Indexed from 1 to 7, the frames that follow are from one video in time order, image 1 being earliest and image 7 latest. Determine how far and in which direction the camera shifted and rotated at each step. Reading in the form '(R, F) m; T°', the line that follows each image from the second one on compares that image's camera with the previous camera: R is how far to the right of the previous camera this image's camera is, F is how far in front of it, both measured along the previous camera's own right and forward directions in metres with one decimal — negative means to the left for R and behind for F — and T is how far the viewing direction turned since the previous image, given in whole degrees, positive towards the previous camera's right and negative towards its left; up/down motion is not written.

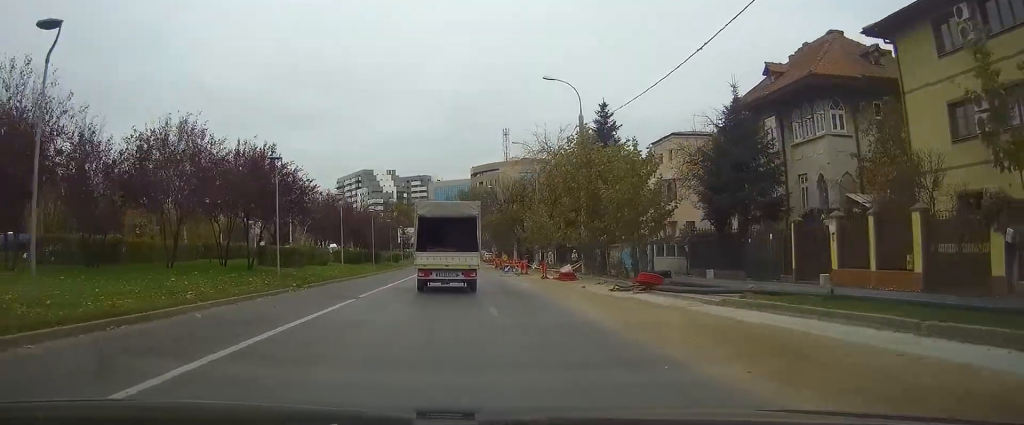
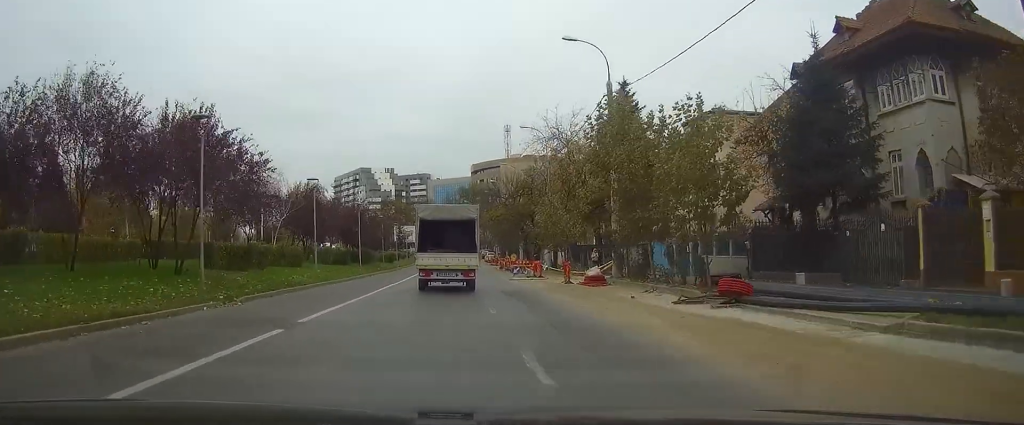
(0.0, +8.2) m; 0°
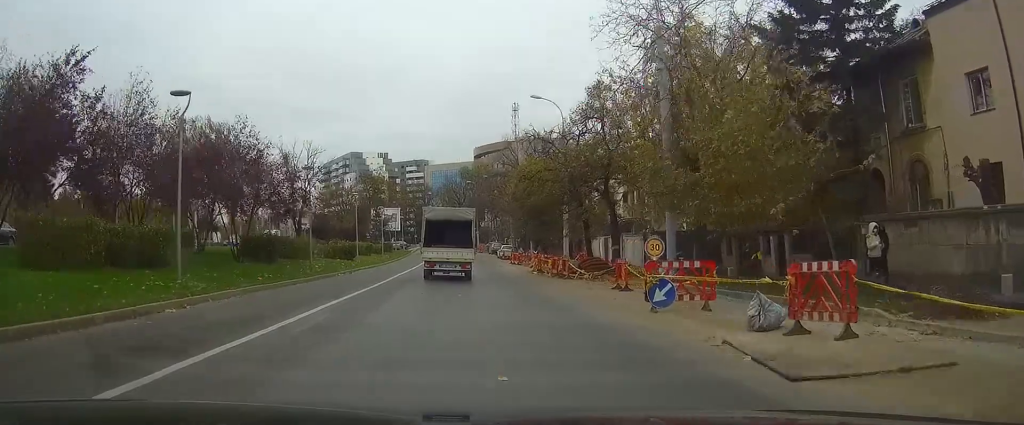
(-0.2, +33.5) m; 0°
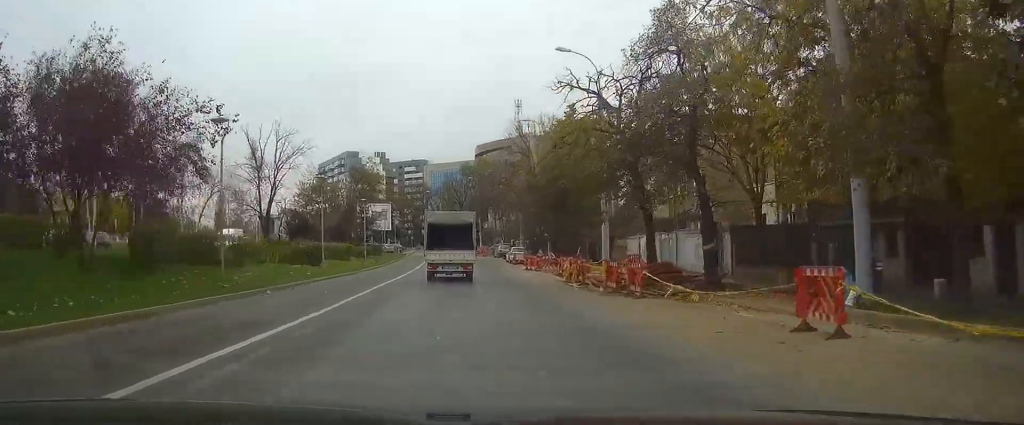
(0.0, +12.8) m; 0°
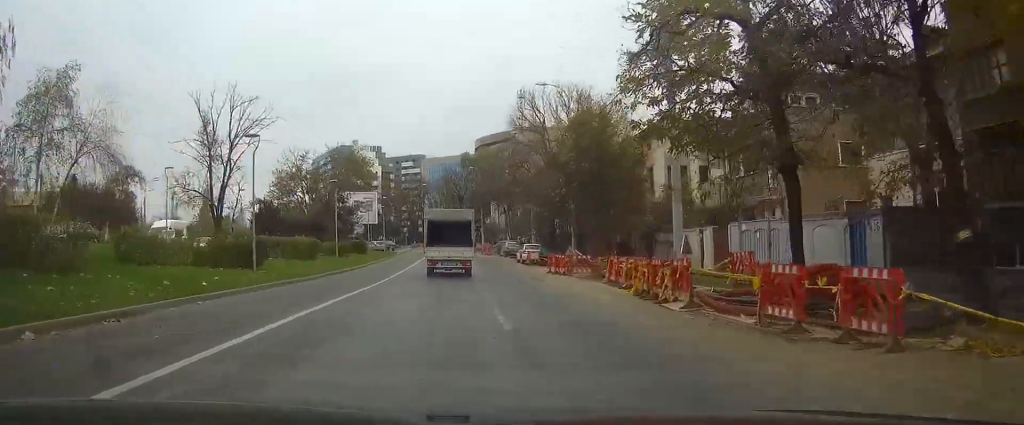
(0.0, +12.0) m; 0°
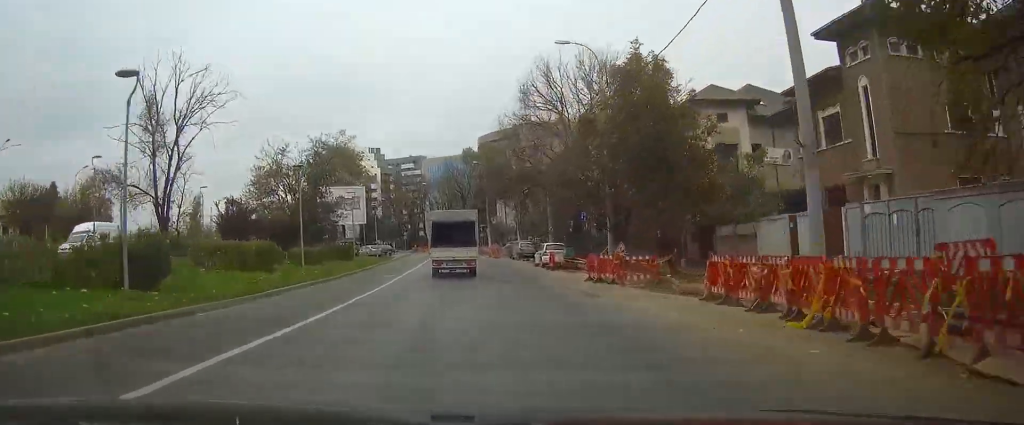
(+0.1, +9.7) m; 0°
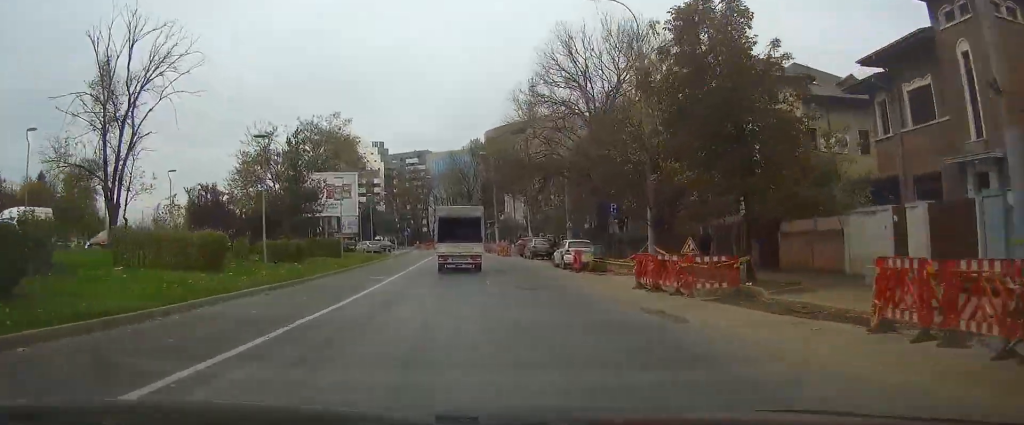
(0.0, +6.7) m; 0°
